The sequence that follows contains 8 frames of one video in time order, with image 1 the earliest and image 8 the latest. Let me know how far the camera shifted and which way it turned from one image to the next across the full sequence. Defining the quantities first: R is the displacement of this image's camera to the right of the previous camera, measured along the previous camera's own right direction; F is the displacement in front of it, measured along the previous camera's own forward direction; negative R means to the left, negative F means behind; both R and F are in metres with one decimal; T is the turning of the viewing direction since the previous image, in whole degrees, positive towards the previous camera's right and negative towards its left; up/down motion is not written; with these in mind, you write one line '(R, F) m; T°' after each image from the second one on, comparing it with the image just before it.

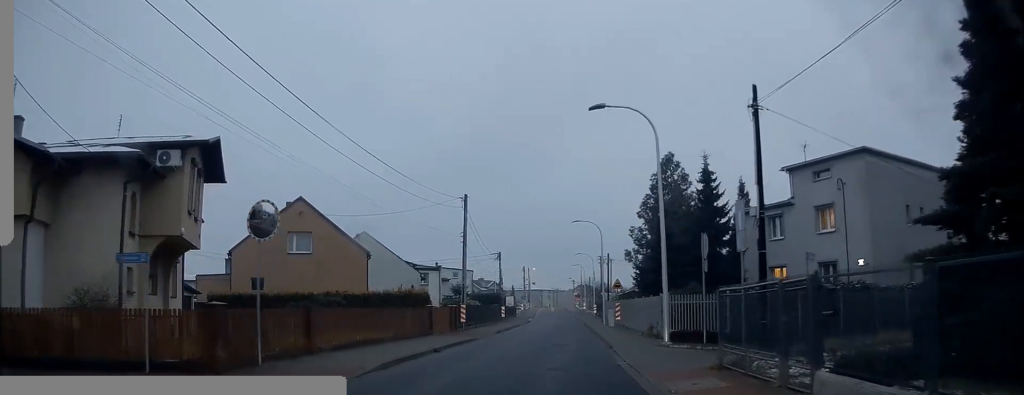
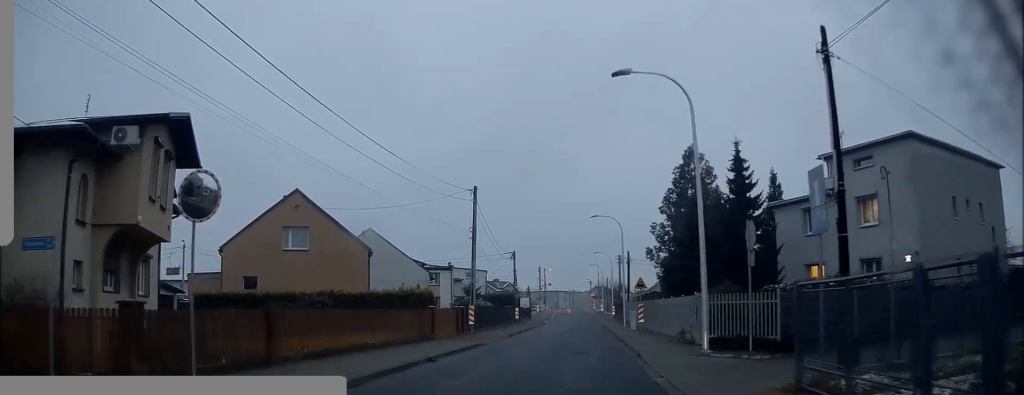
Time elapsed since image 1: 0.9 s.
(-0.2, +3.2) m; -4°
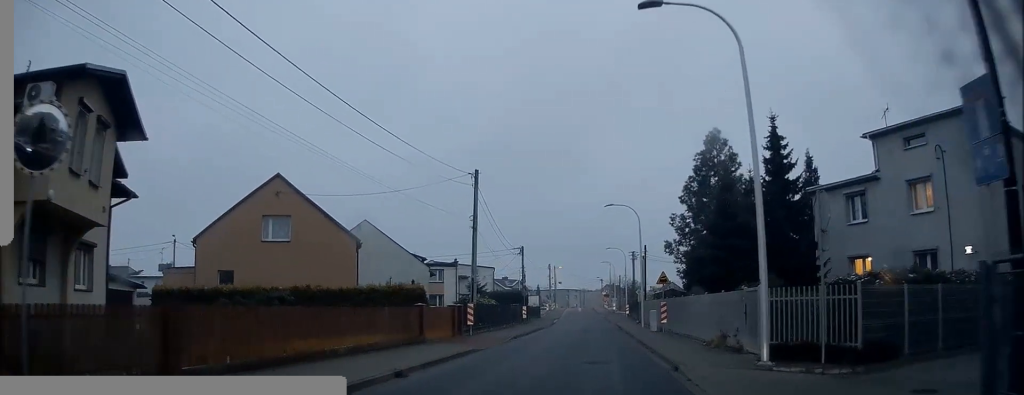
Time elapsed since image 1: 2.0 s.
(-0.1, +4.0) m; -1°
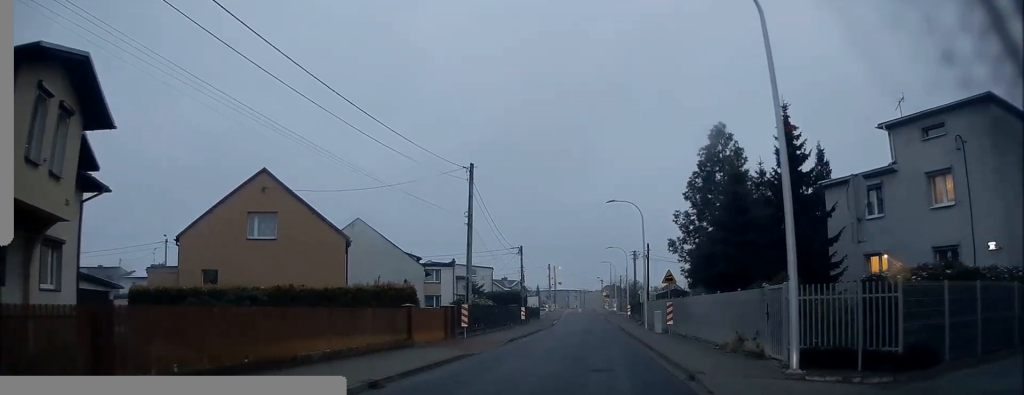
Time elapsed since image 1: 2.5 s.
(0.0, +1.7) m; +1°
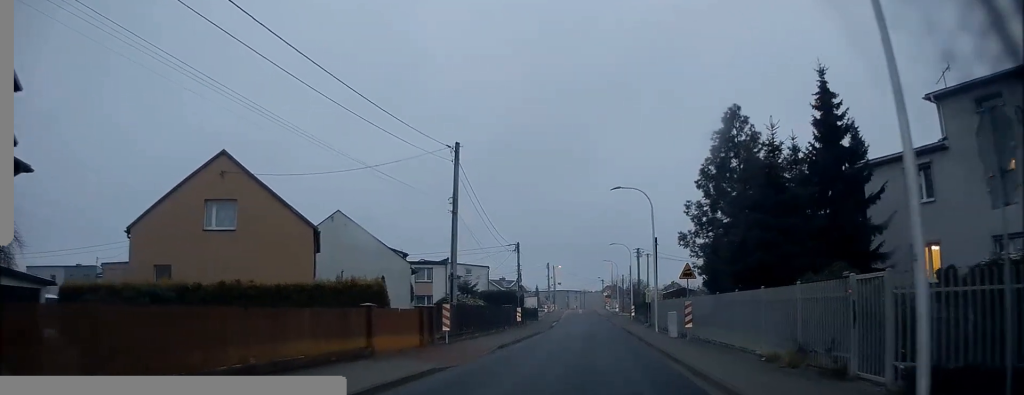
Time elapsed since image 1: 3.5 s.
(+0.1, +4.3) m; +4°
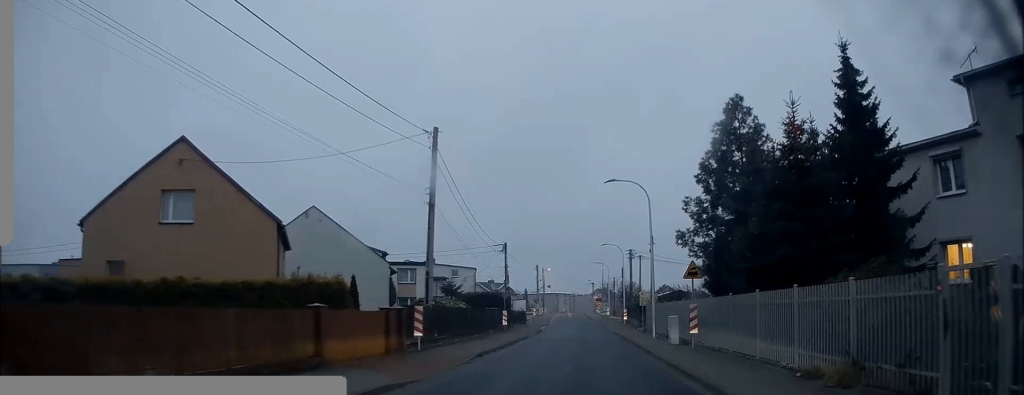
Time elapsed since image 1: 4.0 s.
(+0.1, +2.8) m; +2°
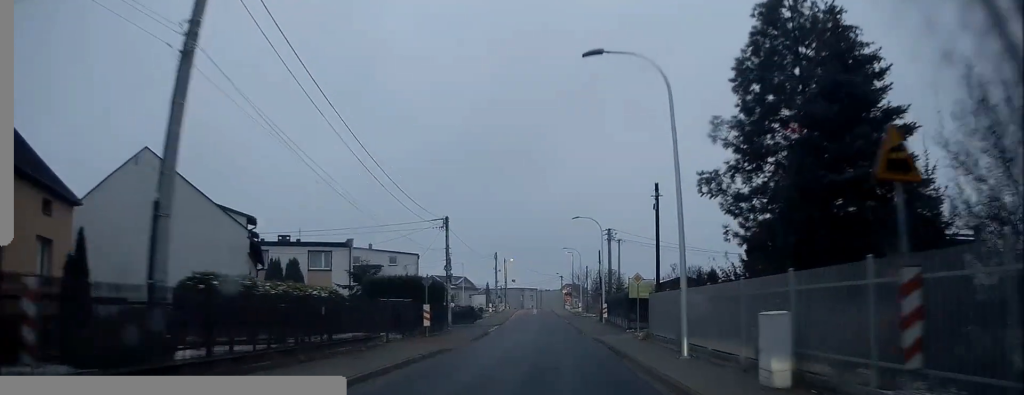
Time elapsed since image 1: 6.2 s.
(+0.5, +14.1) m; +2°
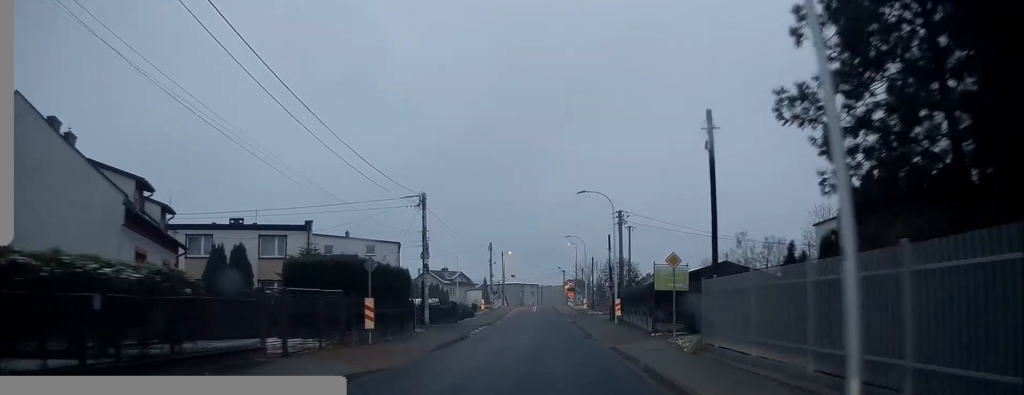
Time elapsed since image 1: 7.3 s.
(-0.1, +7.9) m; -2°
